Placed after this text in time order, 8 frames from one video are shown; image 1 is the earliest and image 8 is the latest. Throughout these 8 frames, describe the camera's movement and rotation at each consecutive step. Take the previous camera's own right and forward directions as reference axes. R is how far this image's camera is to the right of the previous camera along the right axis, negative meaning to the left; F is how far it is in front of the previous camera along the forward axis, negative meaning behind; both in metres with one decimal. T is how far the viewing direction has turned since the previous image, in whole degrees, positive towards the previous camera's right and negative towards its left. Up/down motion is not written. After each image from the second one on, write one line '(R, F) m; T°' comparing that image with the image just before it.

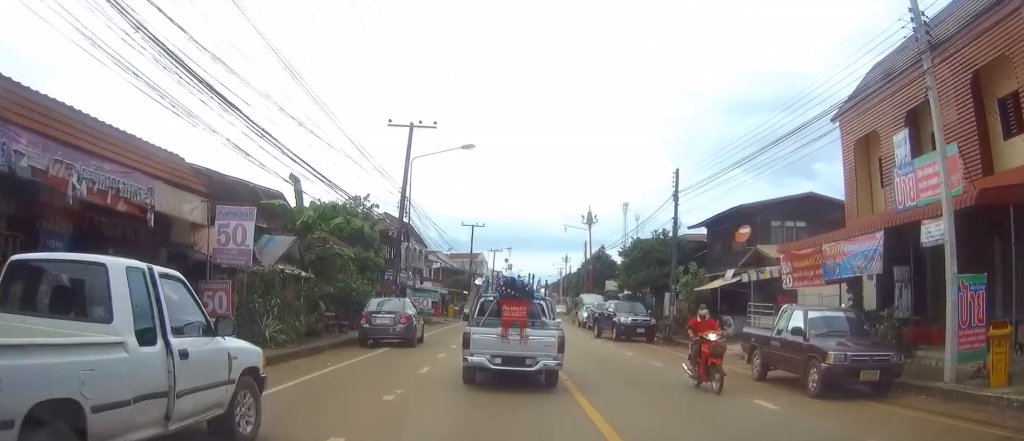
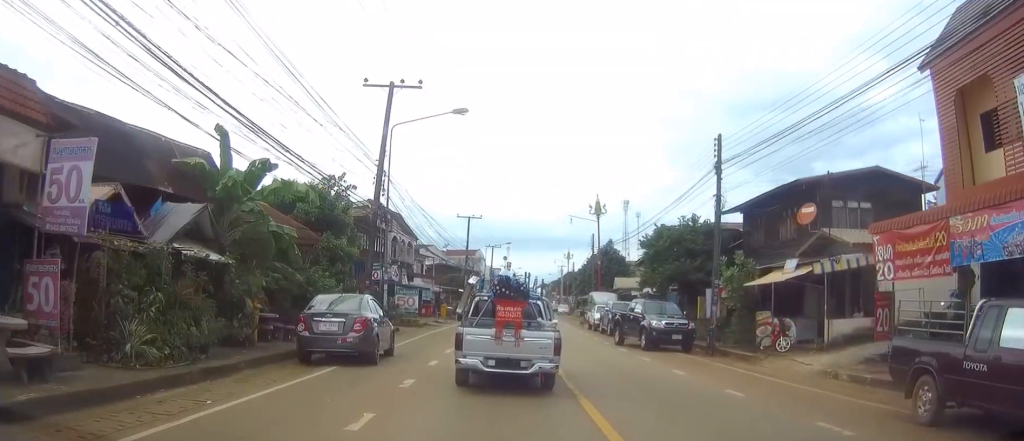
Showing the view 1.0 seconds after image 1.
(0.0, +6.2) m; 0°
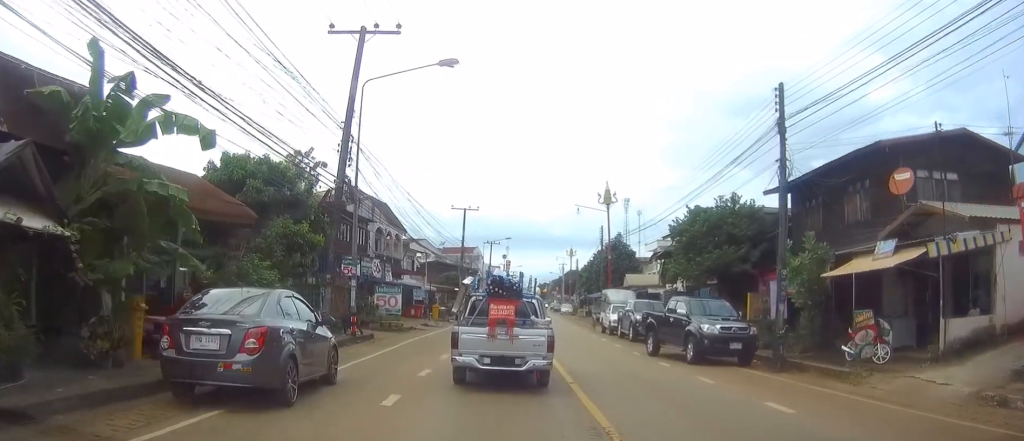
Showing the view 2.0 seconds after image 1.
(0.0, +5.7) m; +1°
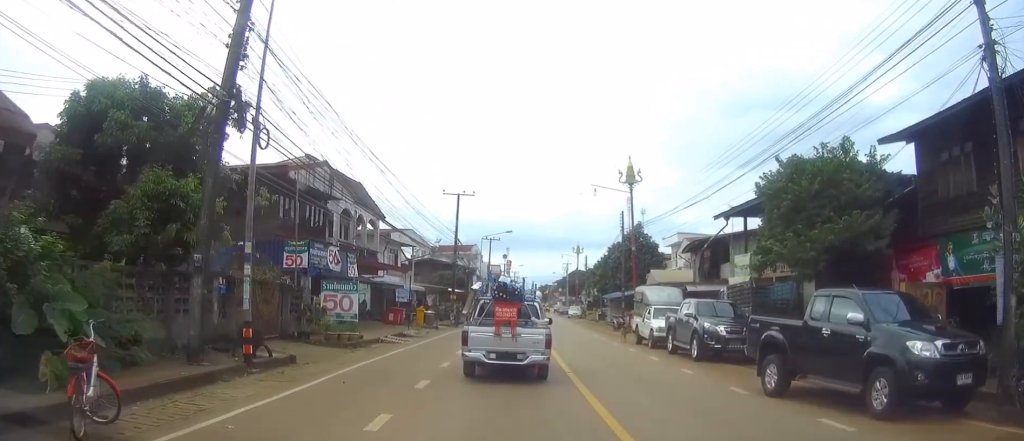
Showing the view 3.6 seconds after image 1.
(+0.2, +9.7) m; +2°
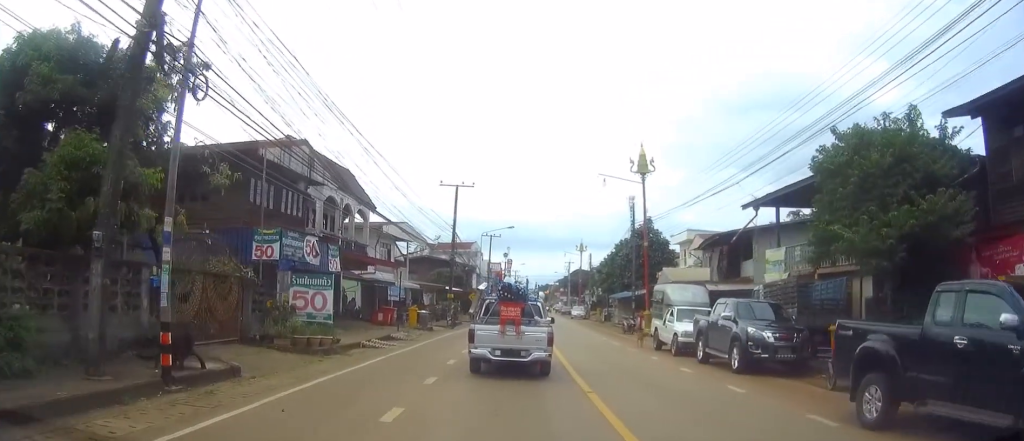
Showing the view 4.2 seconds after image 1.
(0.0, +3.7) m; 0°
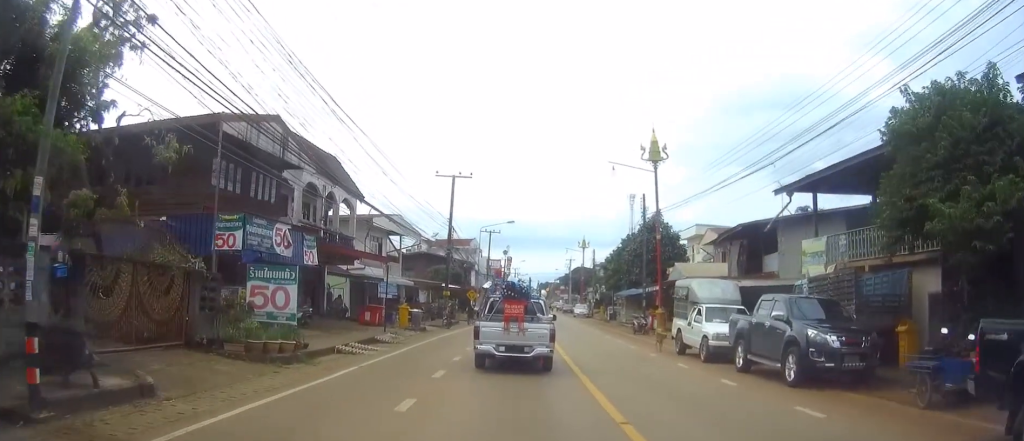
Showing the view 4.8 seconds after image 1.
(0.0, +3.4) m; 0°
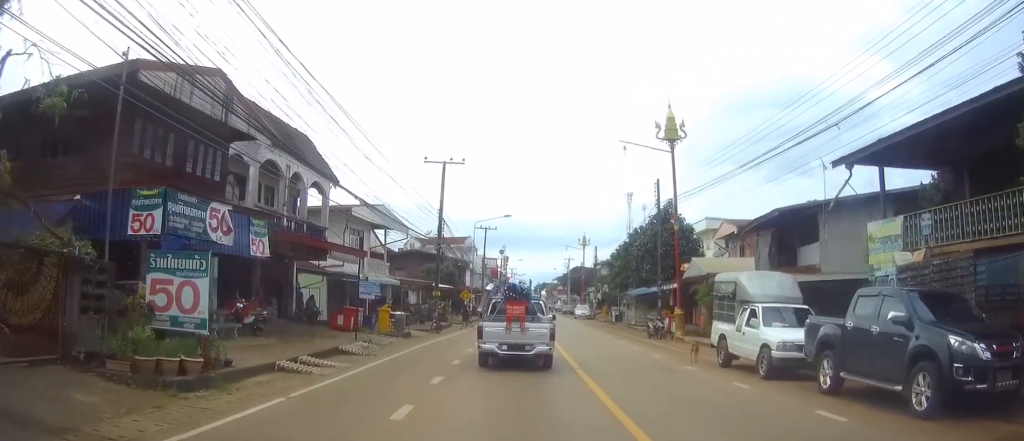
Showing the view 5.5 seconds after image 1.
(0.0, +4.9) m; 0°
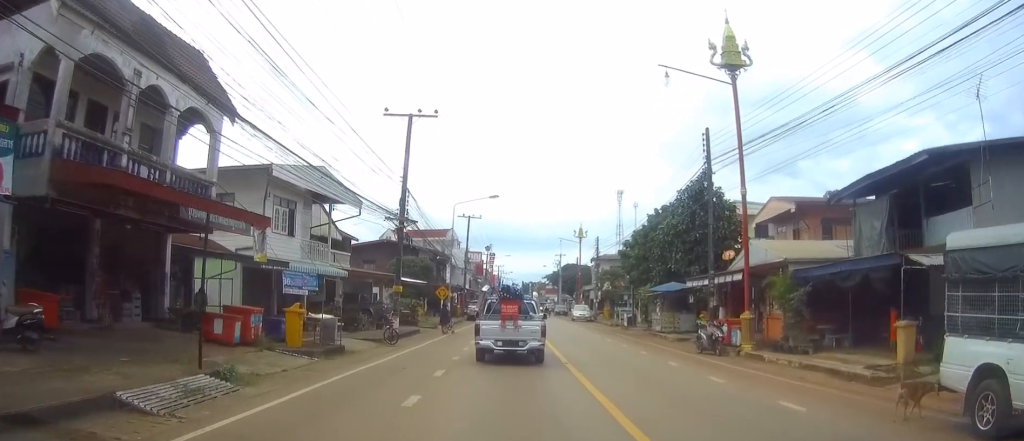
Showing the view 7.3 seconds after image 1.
(+0.2, +11.8) m; +2°
